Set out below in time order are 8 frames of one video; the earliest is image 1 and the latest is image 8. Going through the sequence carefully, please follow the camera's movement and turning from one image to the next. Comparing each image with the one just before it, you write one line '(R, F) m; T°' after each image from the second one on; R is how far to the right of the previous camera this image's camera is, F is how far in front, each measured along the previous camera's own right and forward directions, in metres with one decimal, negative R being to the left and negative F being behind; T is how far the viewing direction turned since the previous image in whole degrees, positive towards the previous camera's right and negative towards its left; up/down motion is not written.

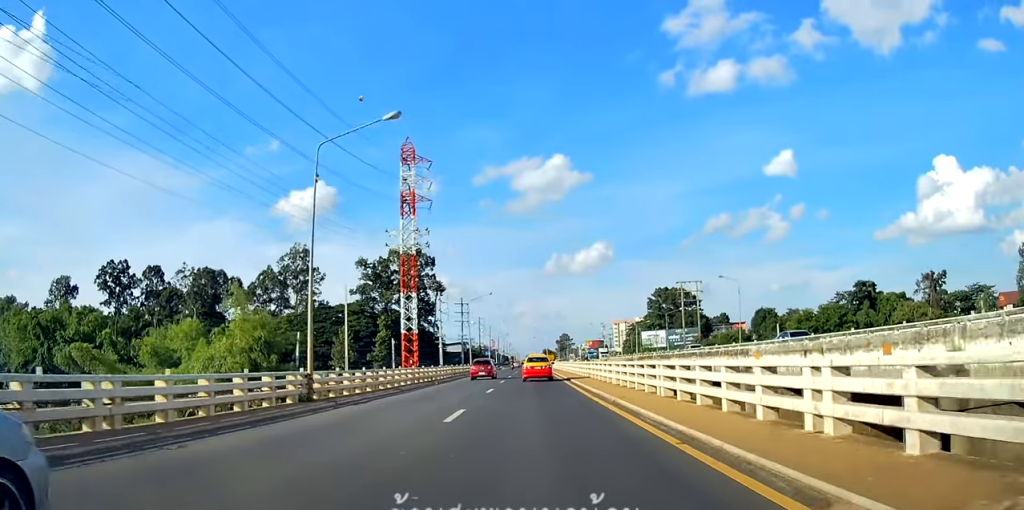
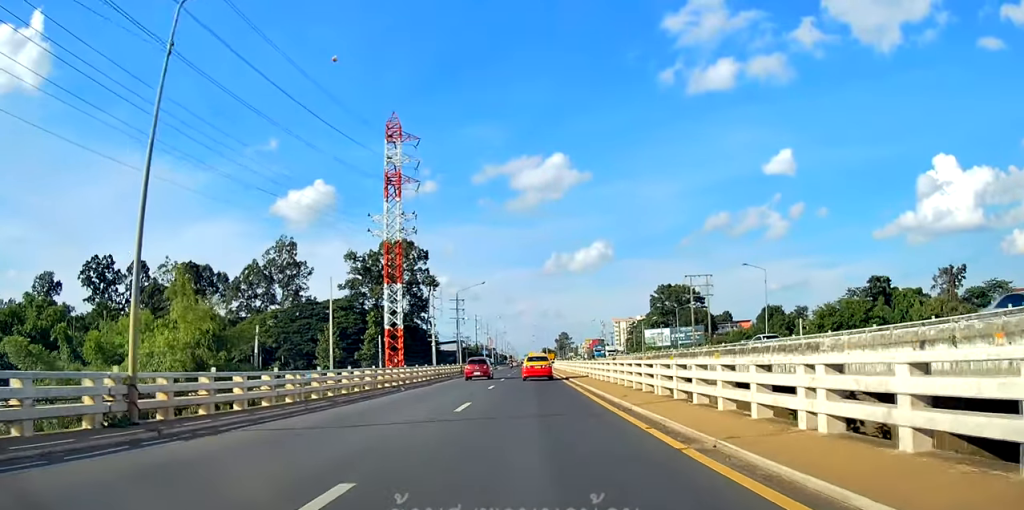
(0.0, +9.7) m; 0°
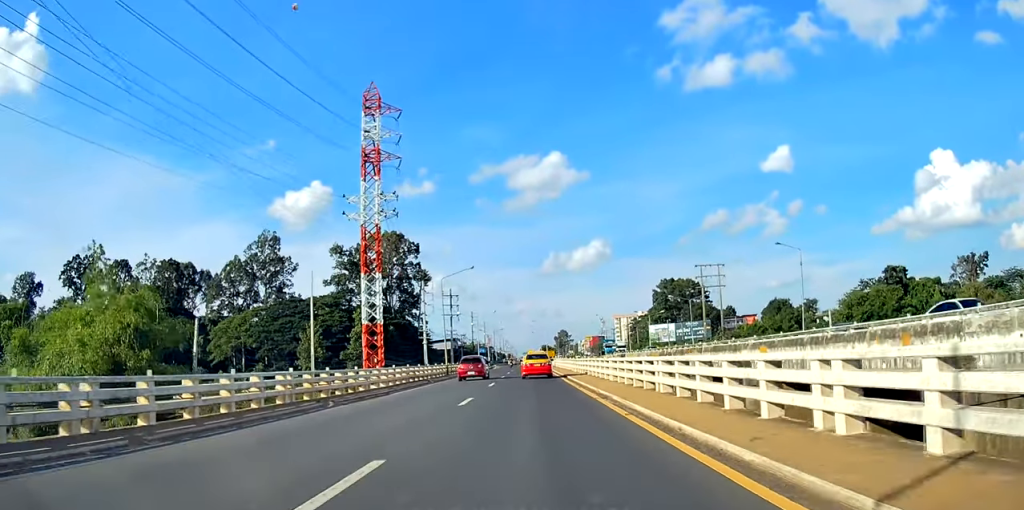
(0.0, +10.1) m; 0°
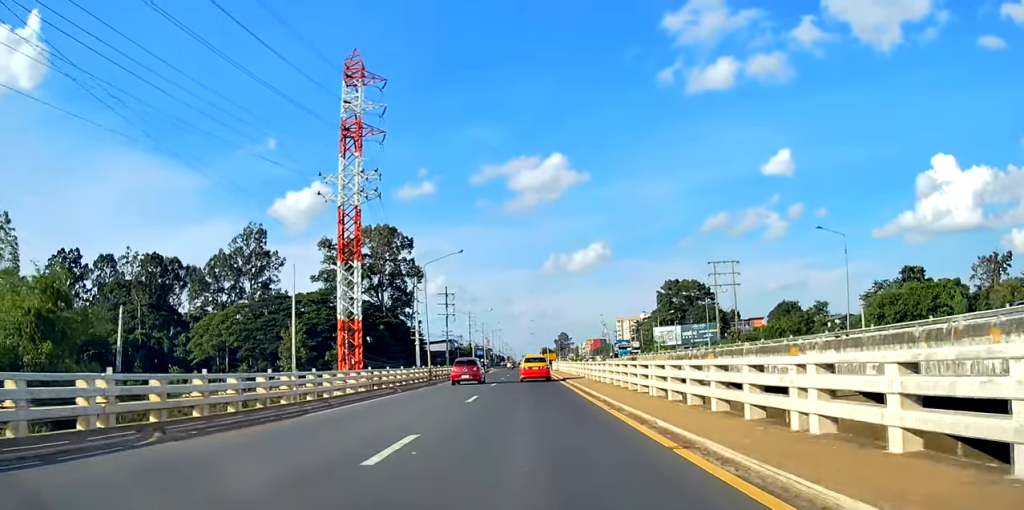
(0.0, +9.5) m; 0°
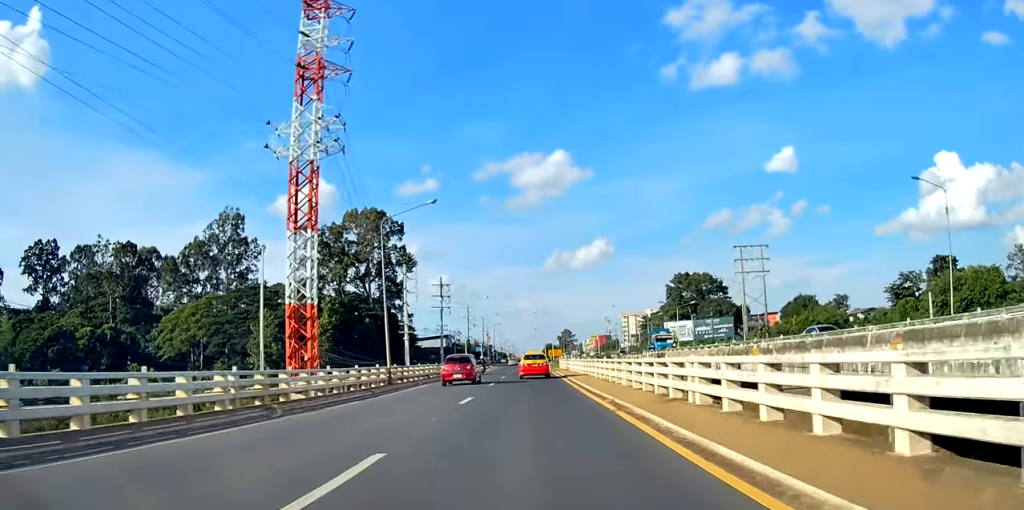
(0.0, +13.7) m; 0°
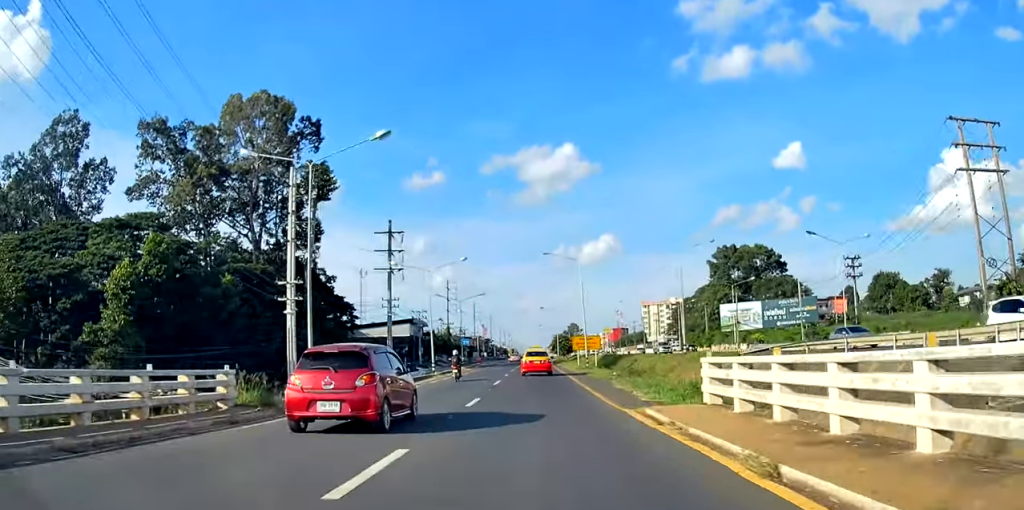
(-0.7, +54.9) m; -2°
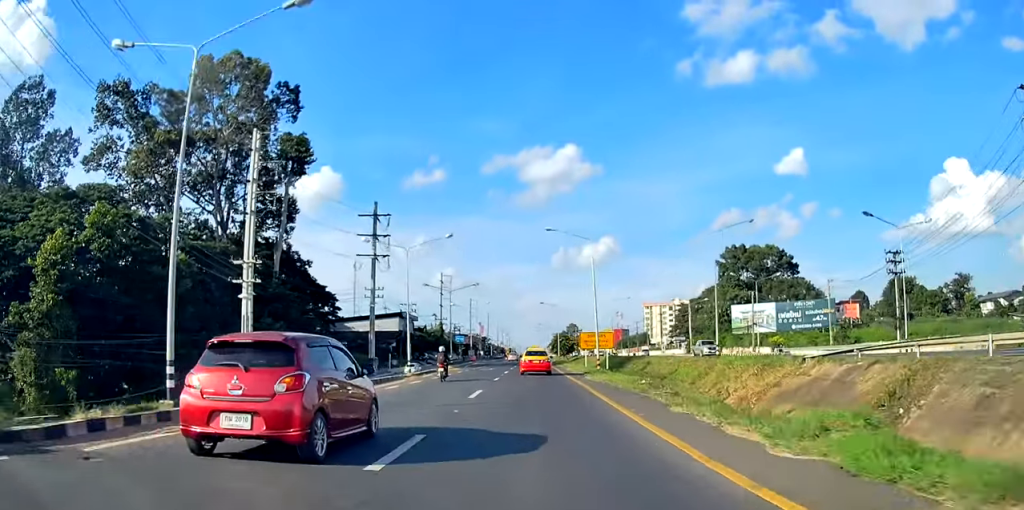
(0.0, +9.2) m; 0°
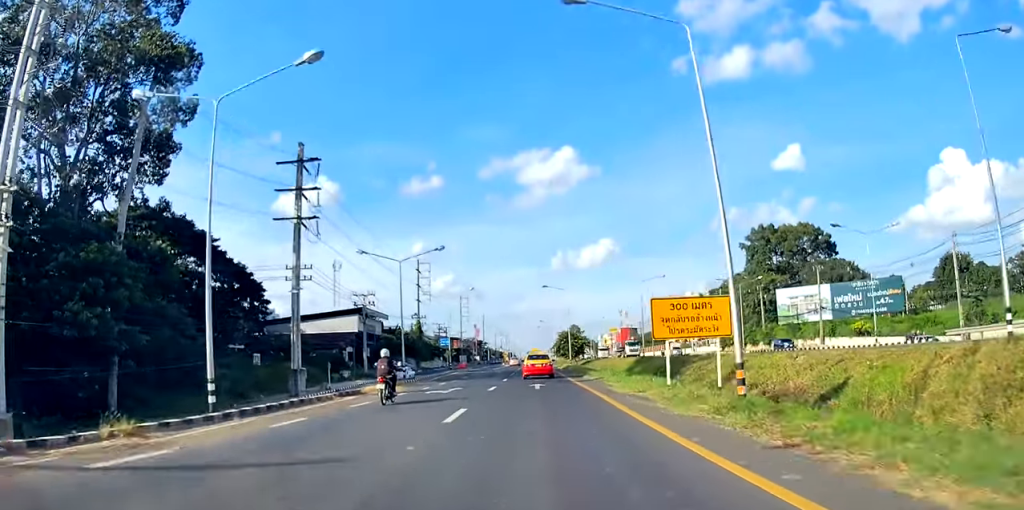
(0.0, +27.9) m; +1°
